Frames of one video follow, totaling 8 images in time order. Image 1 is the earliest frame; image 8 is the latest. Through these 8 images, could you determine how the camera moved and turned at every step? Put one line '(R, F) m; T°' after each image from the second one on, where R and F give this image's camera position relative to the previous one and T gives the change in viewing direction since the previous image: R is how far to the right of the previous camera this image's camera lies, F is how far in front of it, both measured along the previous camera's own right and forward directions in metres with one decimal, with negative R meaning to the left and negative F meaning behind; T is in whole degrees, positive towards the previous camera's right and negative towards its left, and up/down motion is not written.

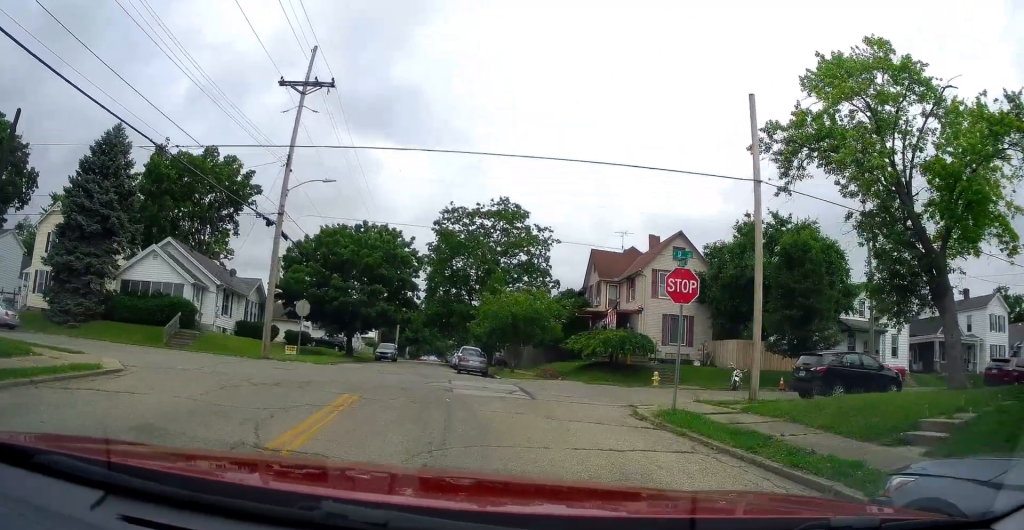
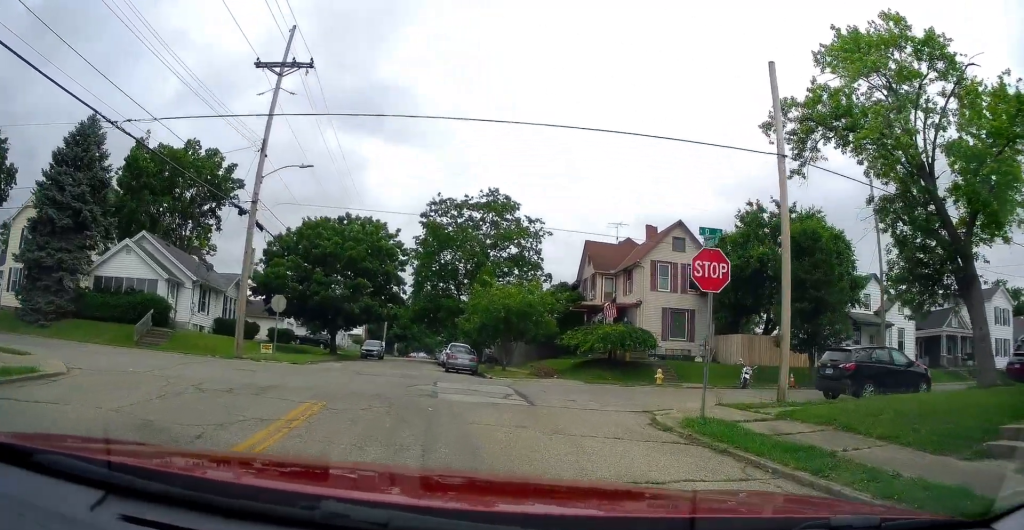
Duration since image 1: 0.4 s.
(-0.1, +2.1) m; +3°
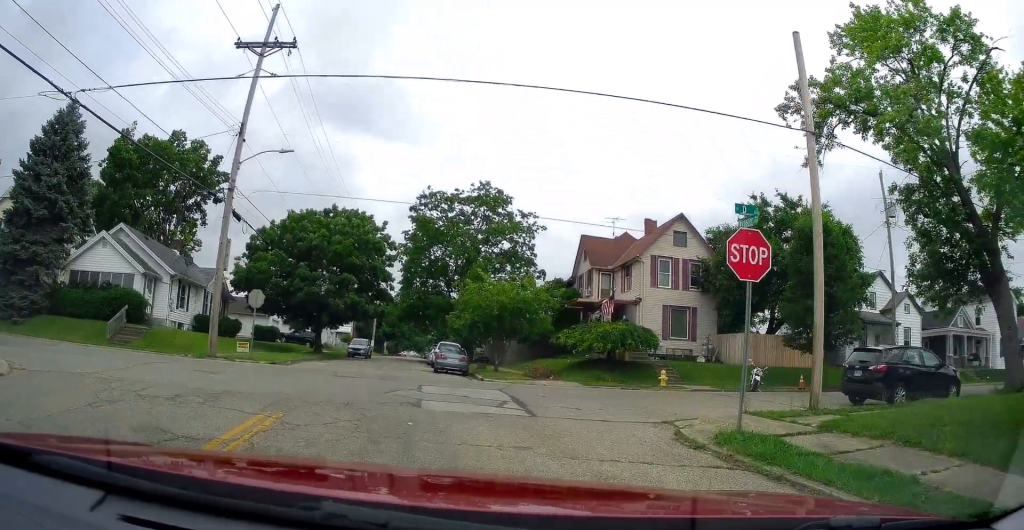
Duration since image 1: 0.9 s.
(0.0, +1.9) m; 0°
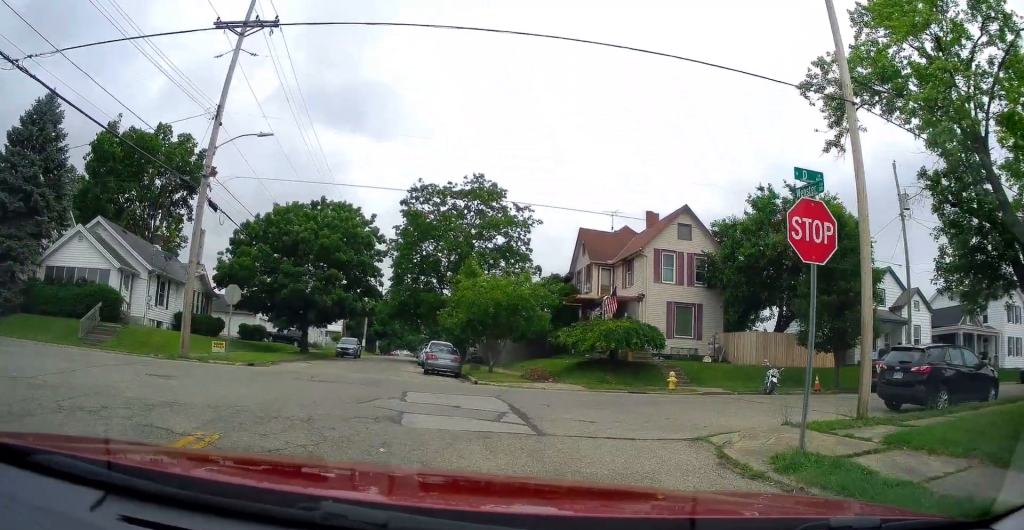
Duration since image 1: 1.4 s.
(+0.4, +1.9) m; -4°
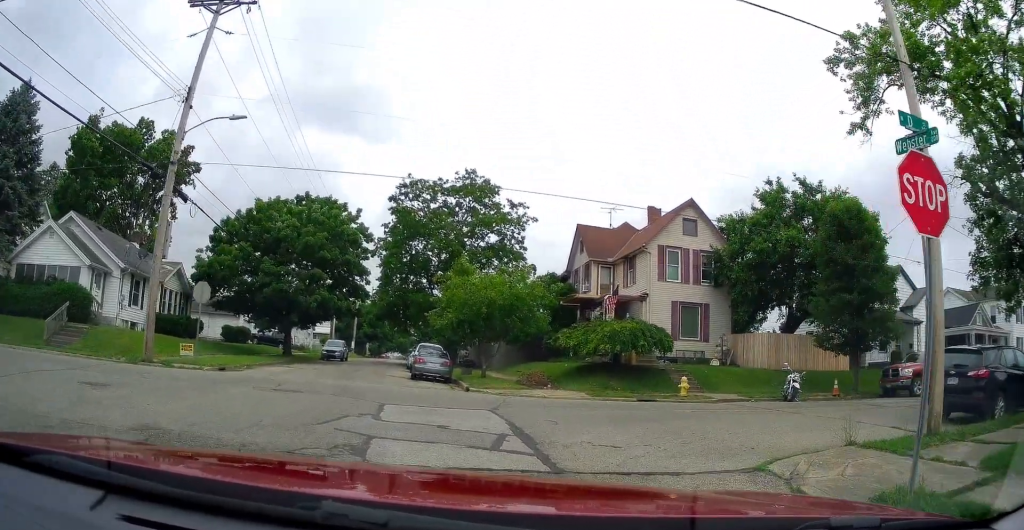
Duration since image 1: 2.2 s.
(-0.3, +2.1) m; -2°
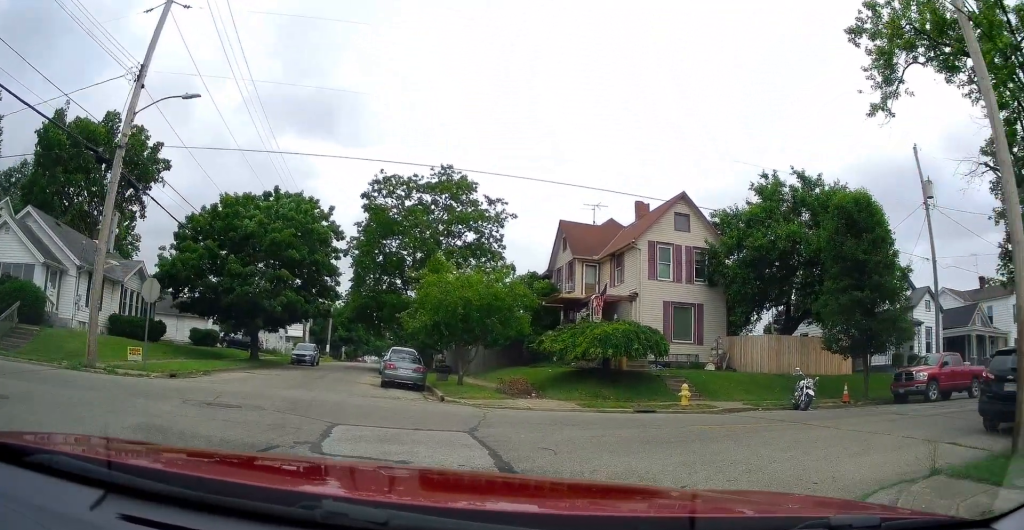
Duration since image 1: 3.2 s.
(0.0, +2.1) m; +12°
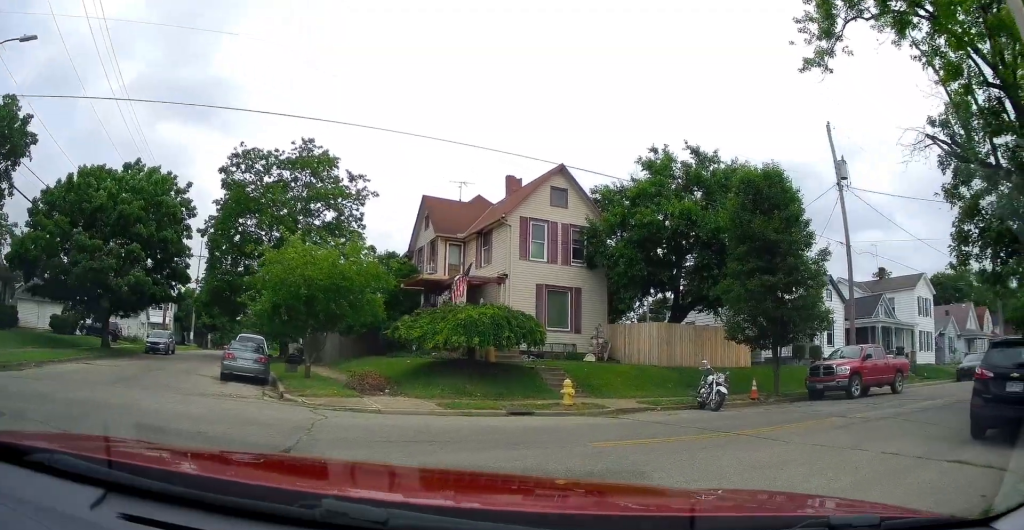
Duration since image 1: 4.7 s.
(+0.4, +3.0) m; +16°
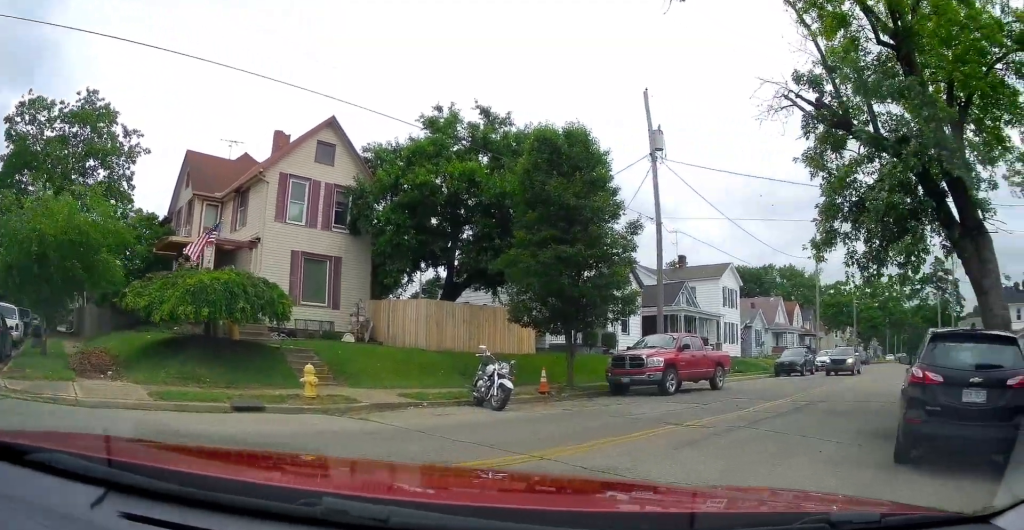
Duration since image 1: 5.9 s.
(+0.8, +2.9) m; +26°
